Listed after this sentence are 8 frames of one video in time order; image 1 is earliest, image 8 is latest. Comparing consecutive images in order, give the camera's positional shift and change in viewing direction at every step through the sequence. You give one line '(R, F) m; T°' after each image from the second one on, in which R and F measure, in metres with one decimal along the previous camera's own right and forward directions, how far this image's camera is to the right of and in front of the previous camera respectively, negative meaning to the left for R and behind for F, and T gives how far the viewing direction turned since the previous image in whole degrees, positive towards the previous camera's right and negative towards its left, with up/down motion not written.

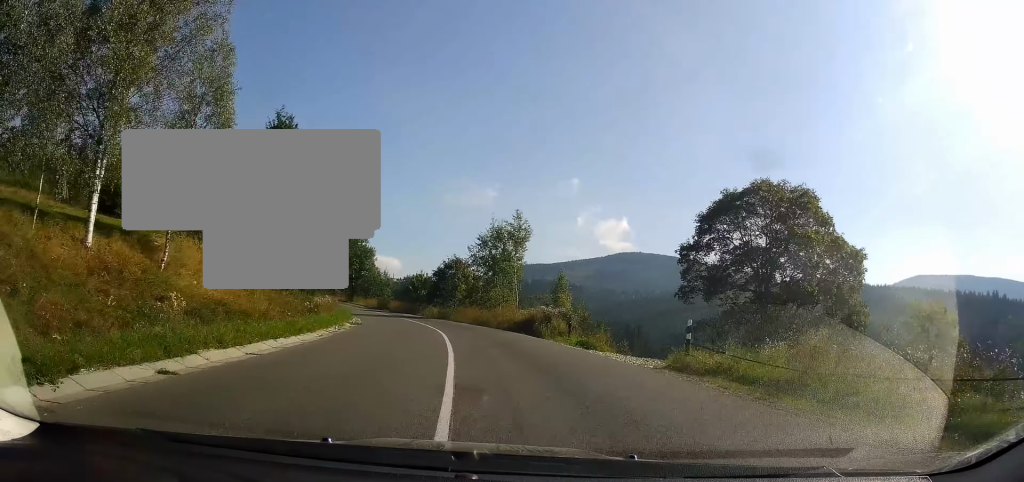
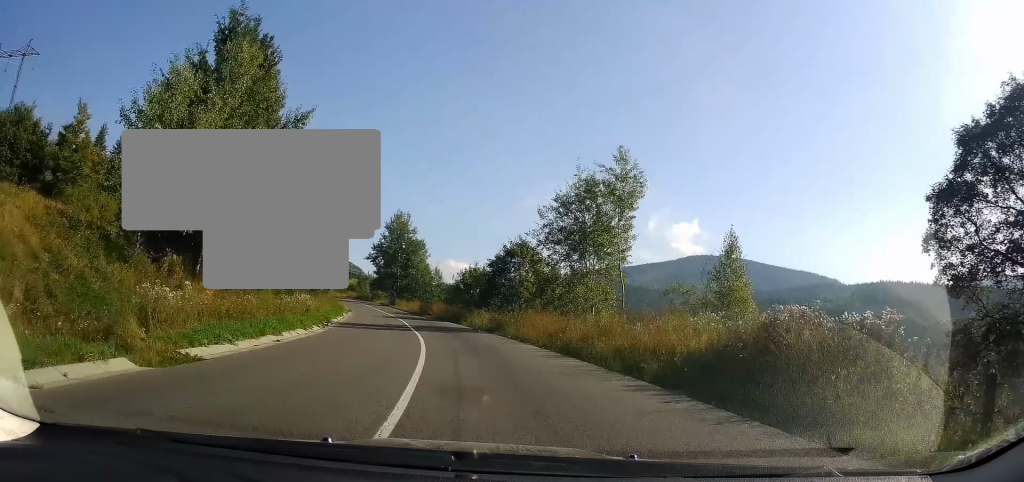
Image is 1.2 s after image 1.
(-0.2, +23.3) m; -4°
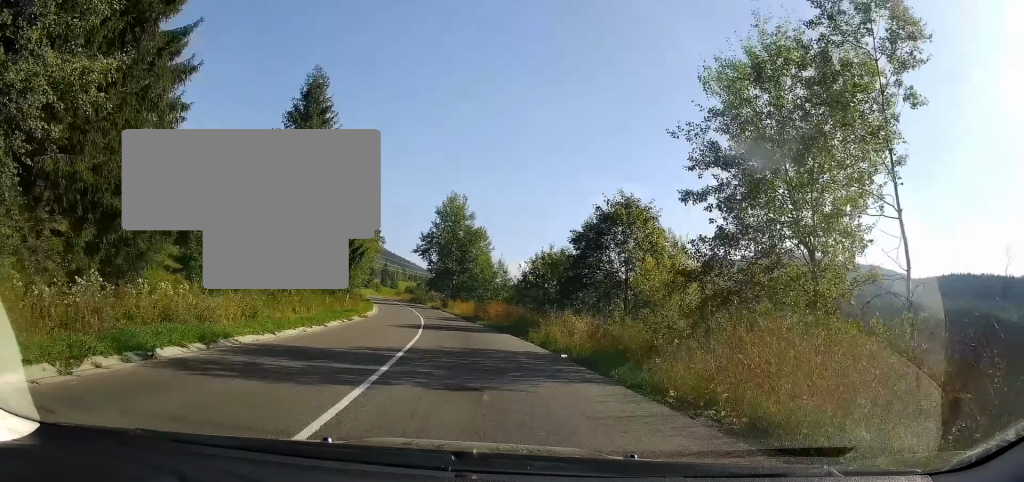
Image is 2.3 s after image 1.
(-1.1, +19.3) m; -7°
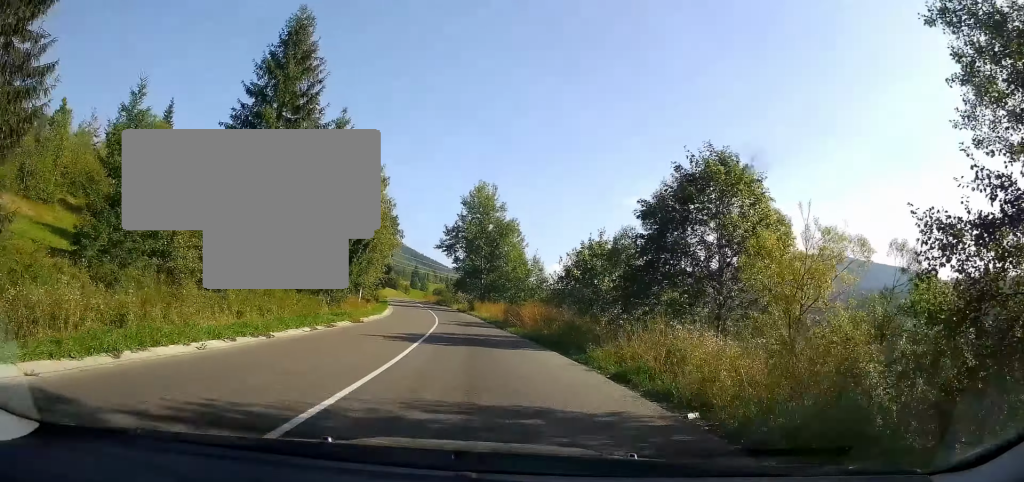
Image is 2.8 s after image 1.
(-0.4, +10.0) m; -4°
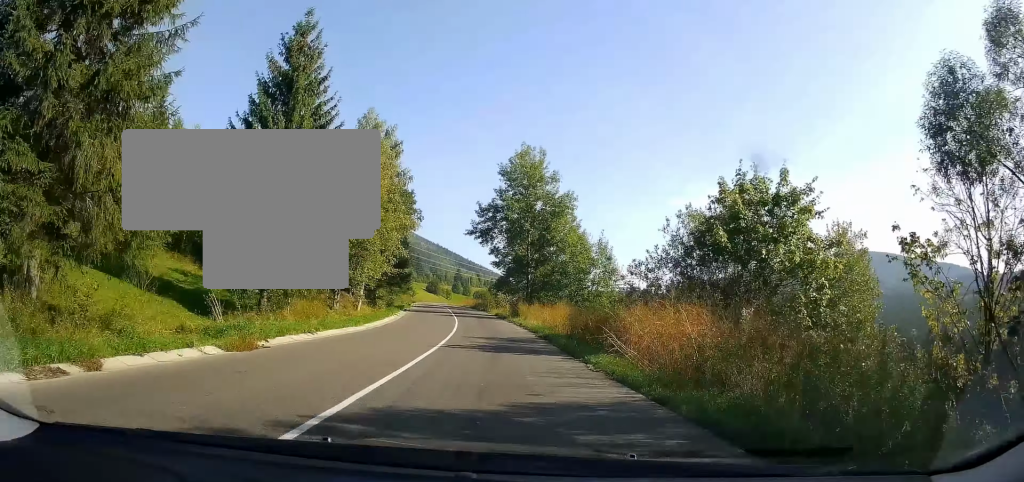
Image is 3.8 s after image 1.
(-1.0, +18.5) m; -5°
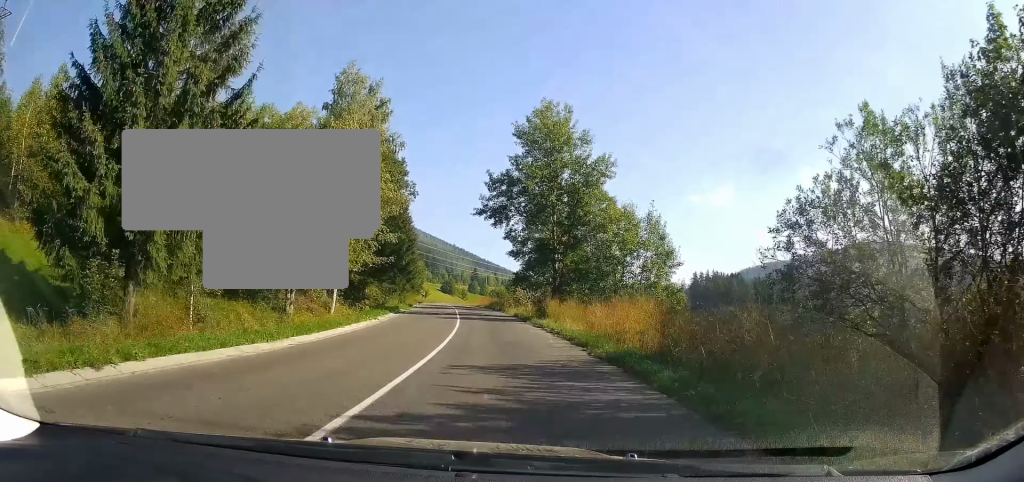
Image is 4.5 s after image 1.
(-0.4, +12.3) m; -3°
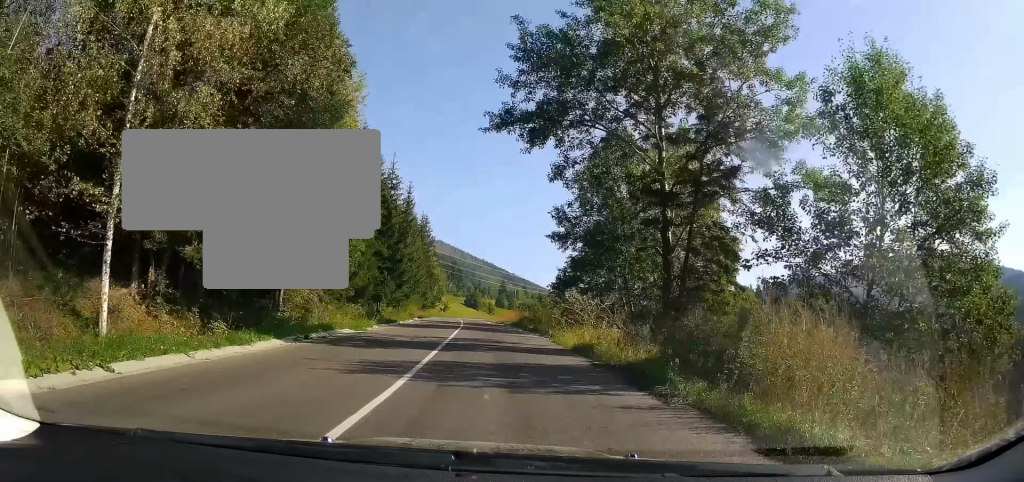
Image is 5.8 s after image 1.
(-1.3, +24.5) m; -5°
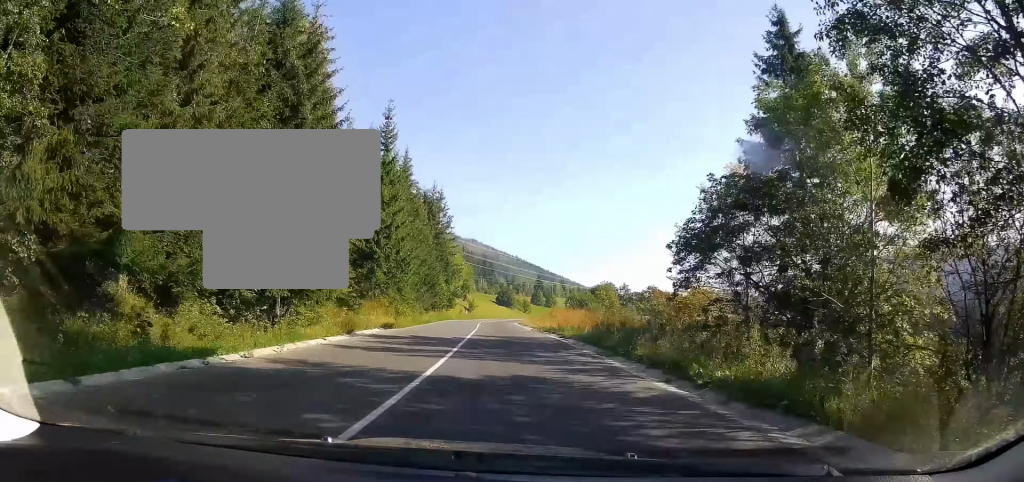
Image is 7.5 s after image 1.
(-1.0, +31.2) m; -3°
